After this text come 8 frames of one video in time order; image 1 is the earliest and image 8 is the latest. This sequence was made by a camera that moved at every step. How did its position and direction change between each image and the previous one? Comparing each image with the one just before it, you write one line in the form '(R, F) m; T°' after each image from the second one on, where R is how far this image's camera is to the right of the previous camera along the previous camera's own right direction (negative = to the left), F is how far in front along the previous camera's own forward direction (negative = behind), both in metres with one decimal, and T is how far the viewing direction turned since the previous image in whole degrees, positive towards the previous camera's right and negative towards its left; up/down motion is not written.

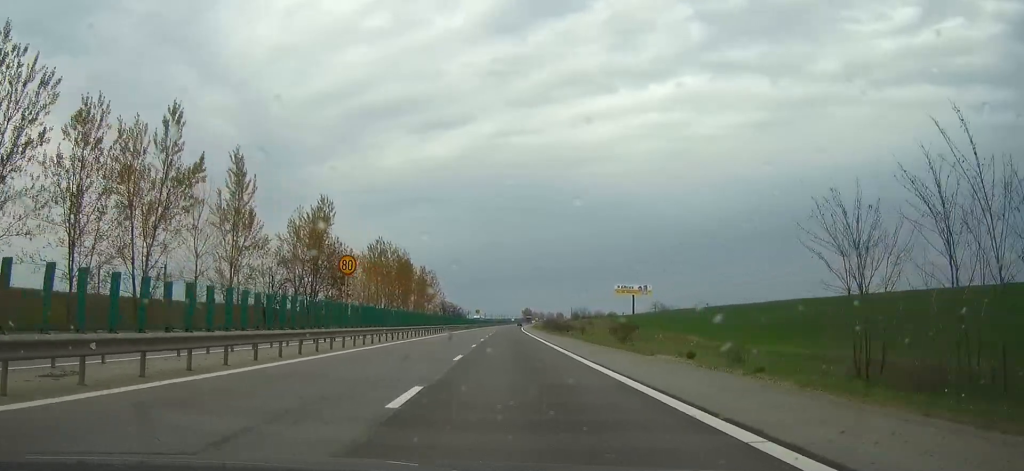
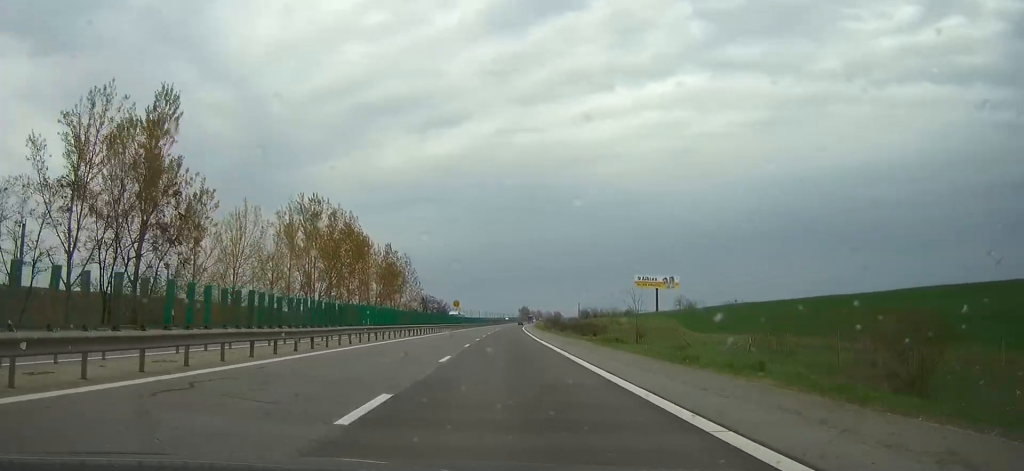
(0.0, +35.9) m; 0°
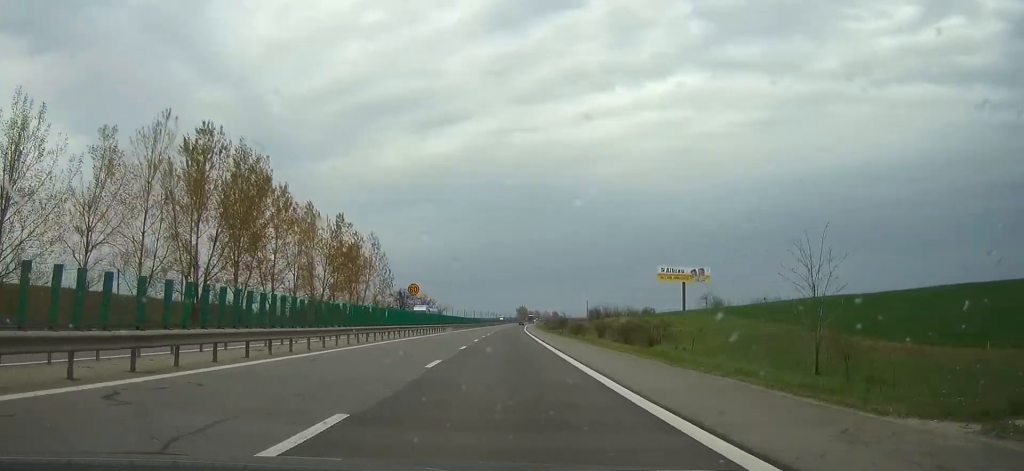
(0.0, +31.3) m; 0°
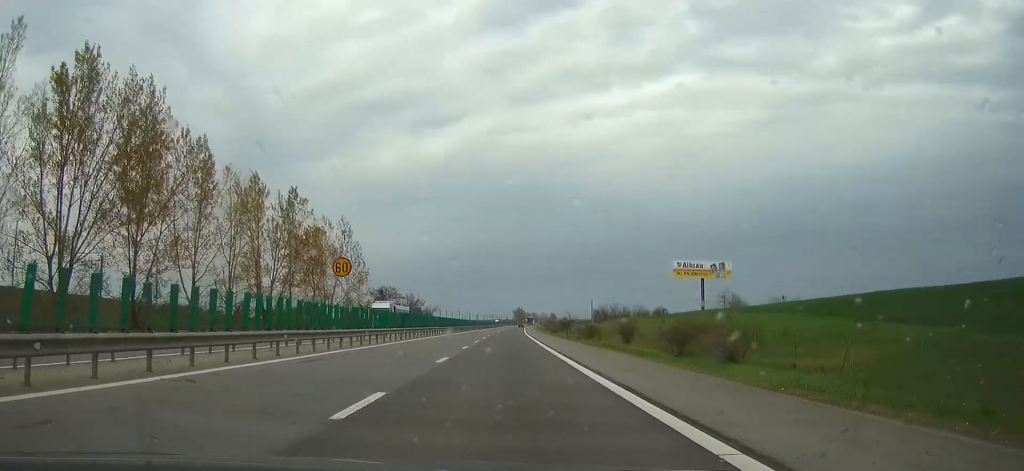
(0.0, +18.8) m; 0°
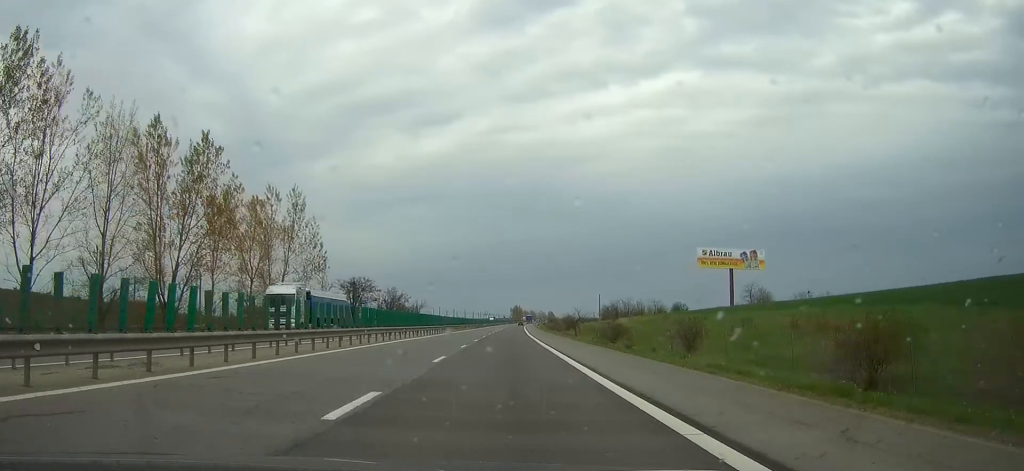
(0.0, +22.2) m; 0°
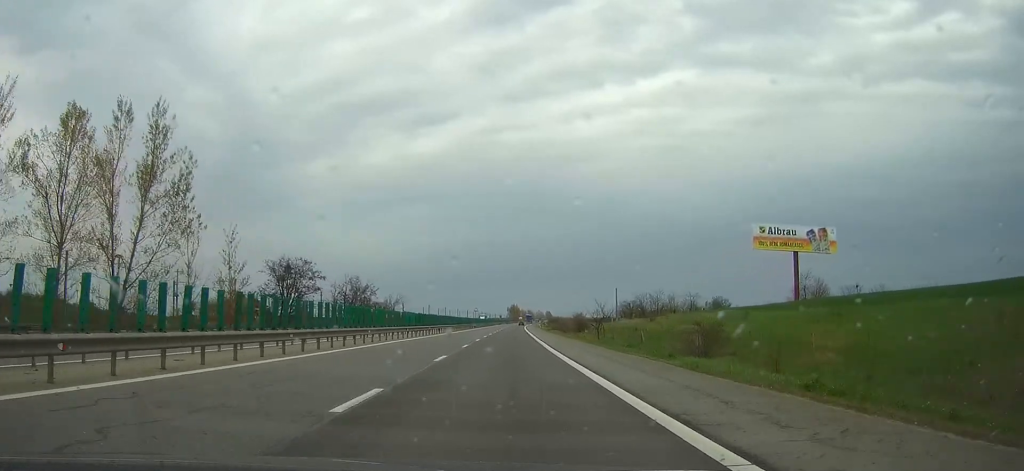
(+0.1, +34.4) m; 0°
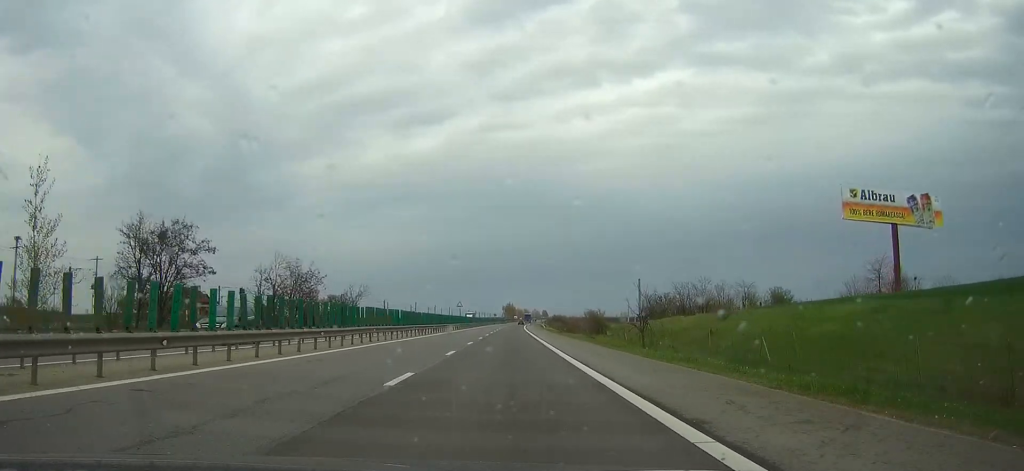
(0.0, +32.3) m; 0°
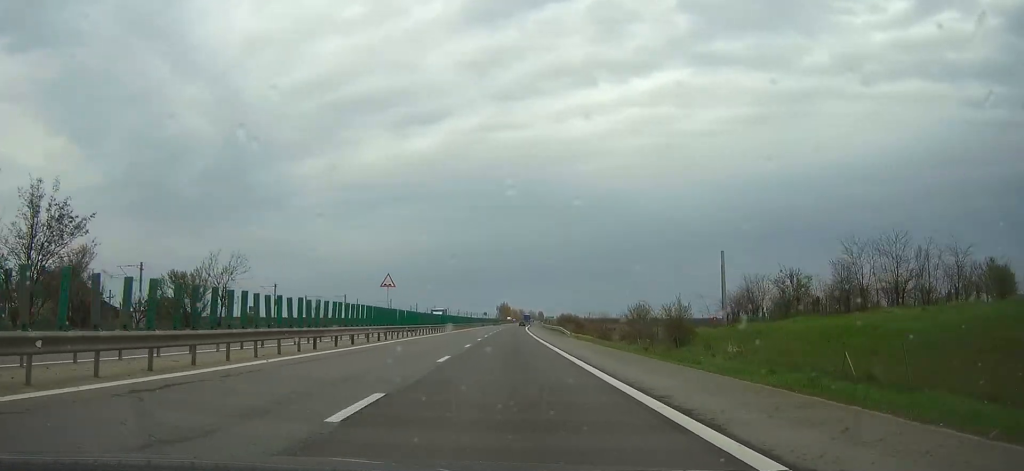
(+0.2, +52.5) m; 0°
